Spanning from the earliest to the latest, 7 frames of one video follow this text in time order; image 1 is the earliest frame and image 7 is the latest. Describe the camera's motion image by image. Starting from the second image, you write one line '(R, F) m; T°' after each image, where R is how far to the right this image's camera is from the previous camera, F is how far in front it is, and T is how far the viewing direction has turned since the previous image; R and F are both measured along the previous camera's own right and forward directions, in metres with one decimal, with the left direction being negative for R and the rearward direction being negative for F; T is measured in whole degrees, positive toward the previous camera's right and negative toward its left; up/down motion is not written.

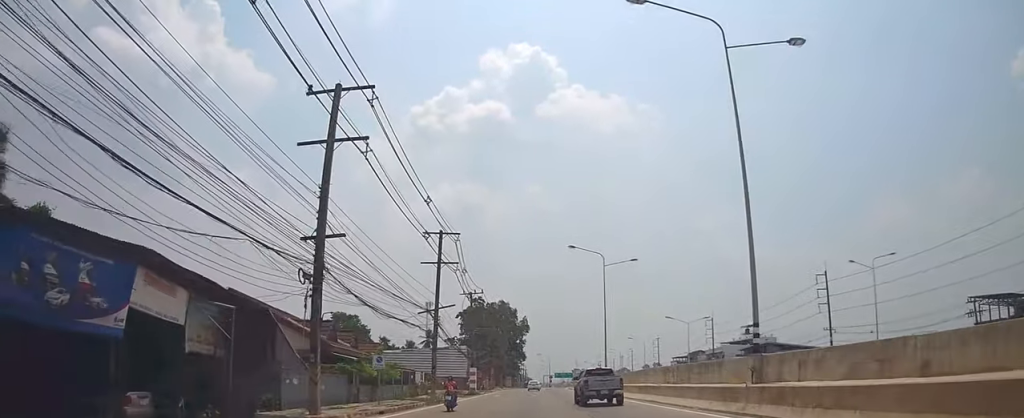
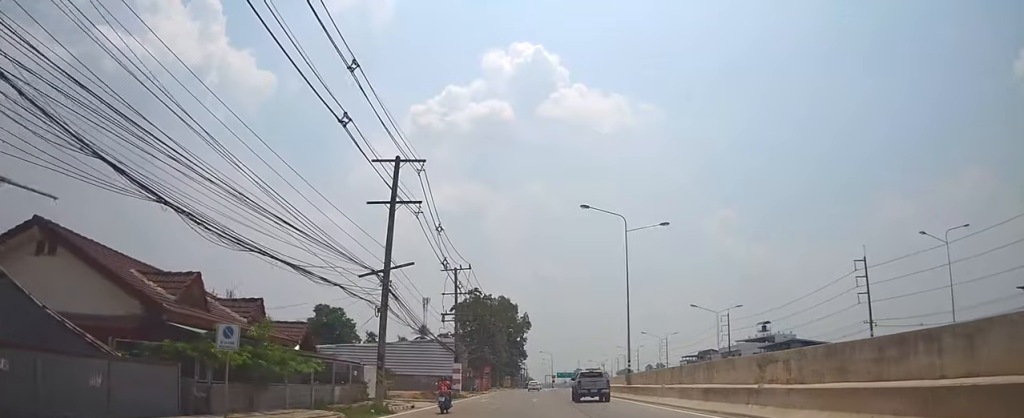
(0.0, +13.4) m; 0°
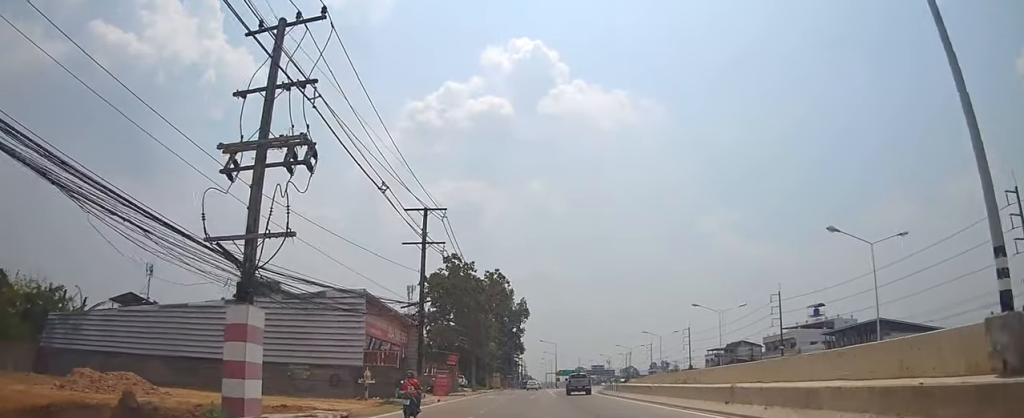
(-0.1, +35.7) m; 0°
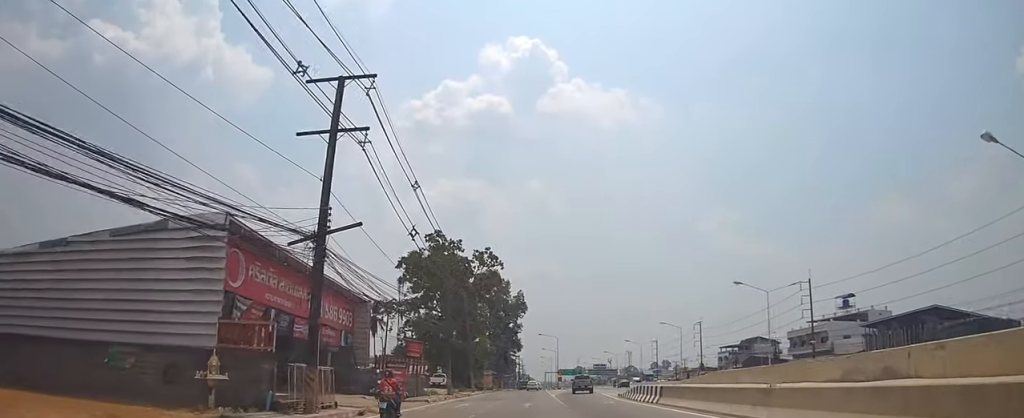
(0.0, +15.8) m; -1°
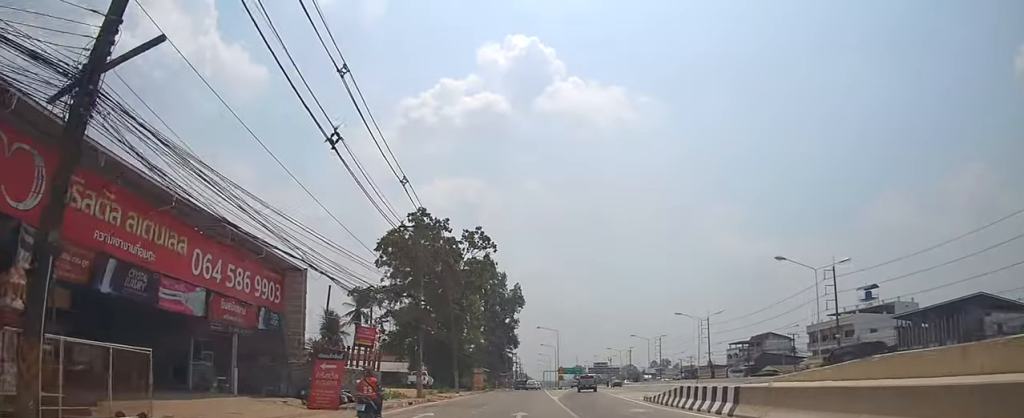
(-0.2, +10.8) m; 0°
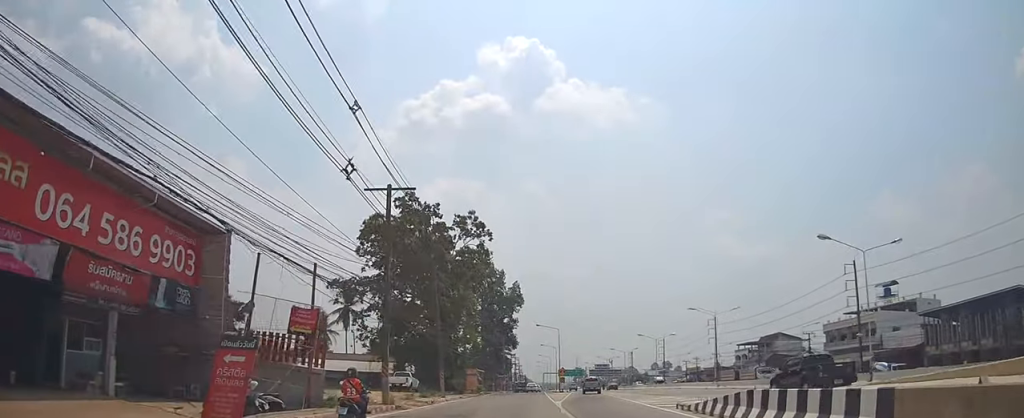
(0.0, +7.6) m; 0°
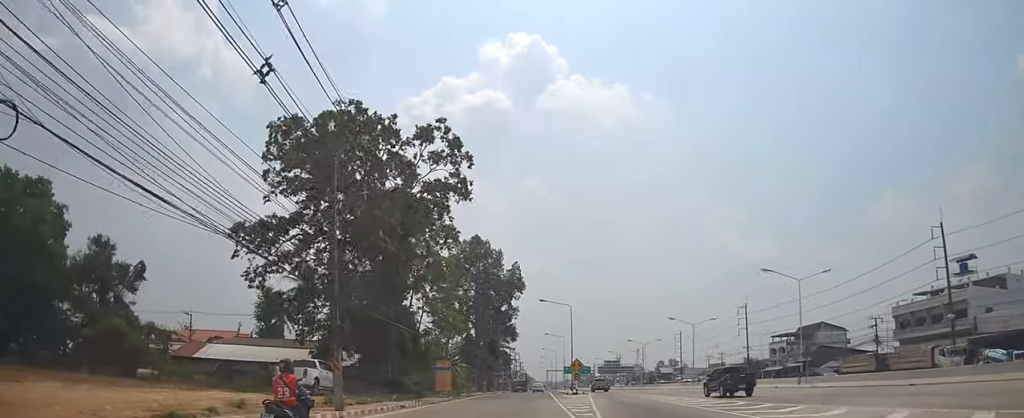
(+0.1, +23.0) m; 0°
